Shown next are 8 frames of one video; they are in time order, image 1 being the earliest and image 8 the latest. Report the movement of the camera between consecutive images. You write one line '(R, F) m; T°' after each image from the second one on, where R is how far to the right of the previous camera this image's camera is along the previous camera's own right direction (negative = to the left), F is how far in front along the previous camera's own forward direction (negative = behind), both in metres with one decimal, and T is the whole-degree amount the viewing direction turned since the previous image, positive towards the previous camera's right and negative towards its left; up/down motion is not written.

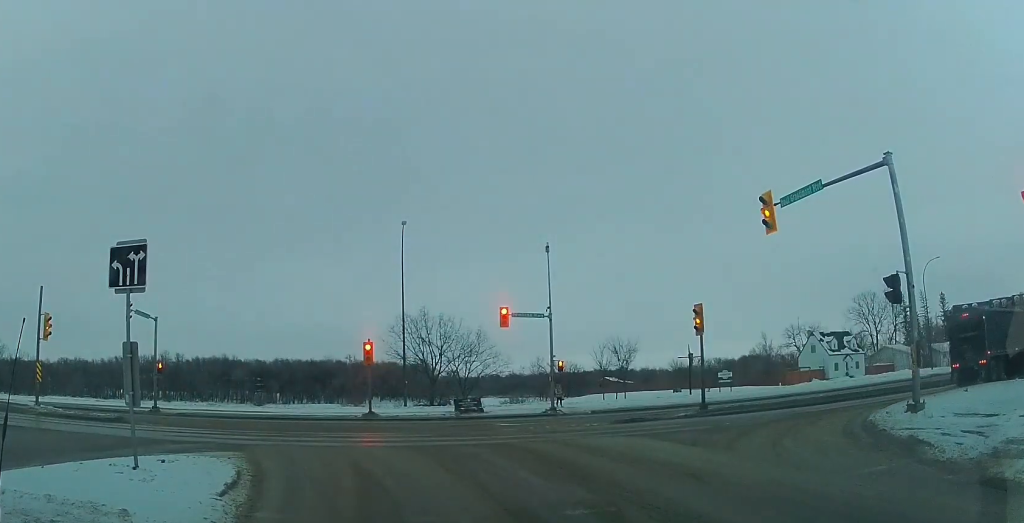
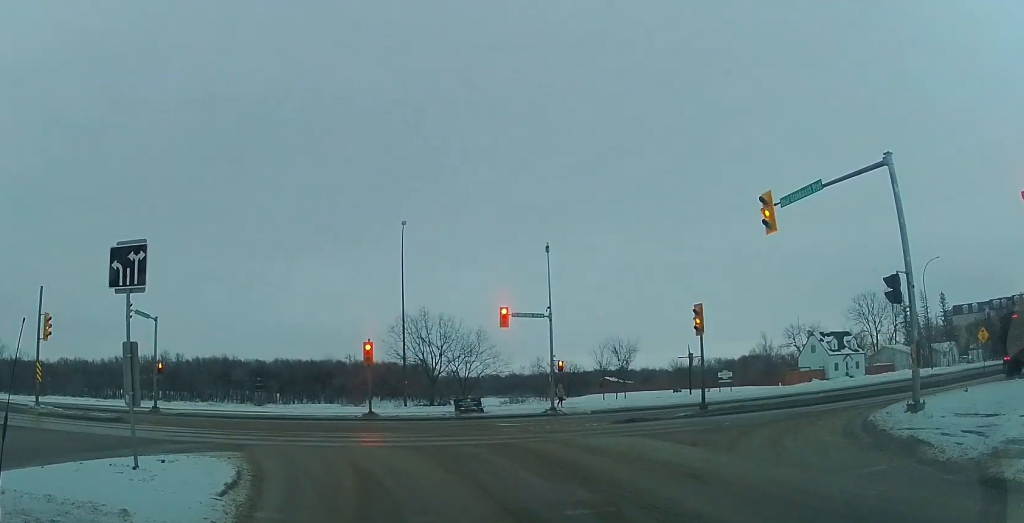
(0.0, 0.0) m; 0°
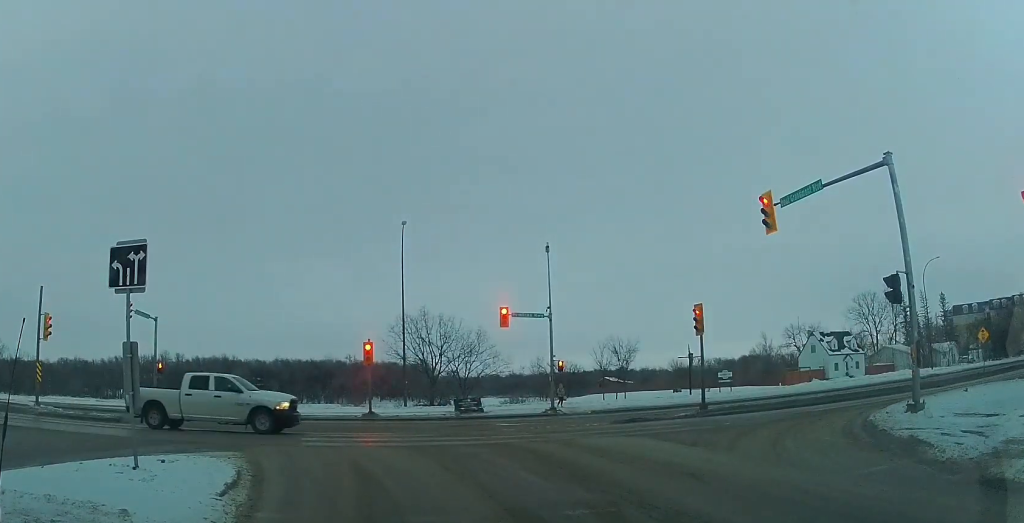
(0.0, 0.0) m; 0°
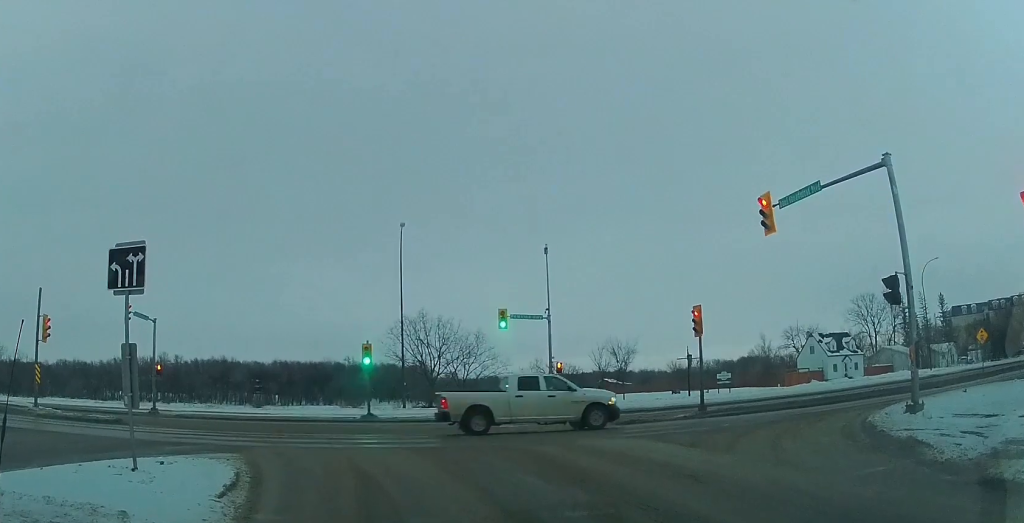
(0.0, 0.0) m; 0°
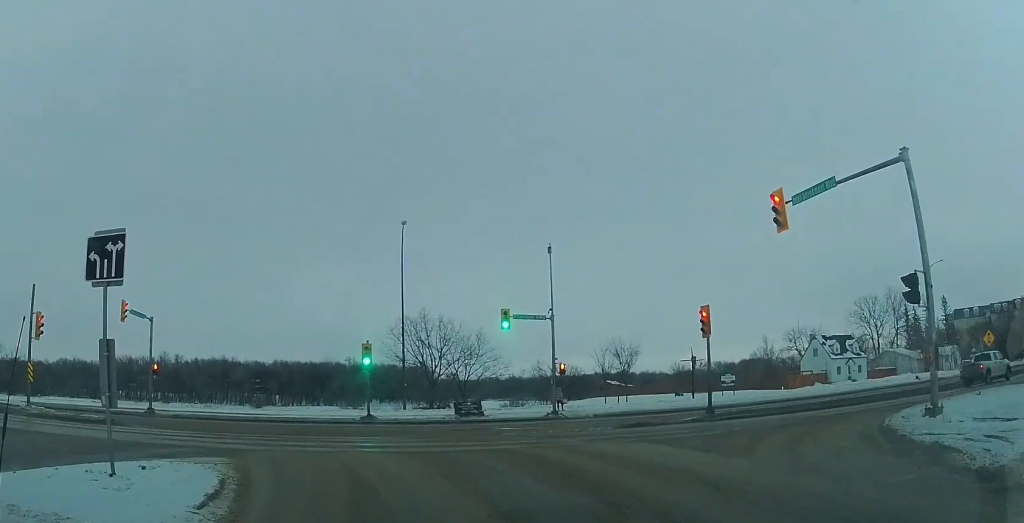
(0.0, +0.4) m; 0°
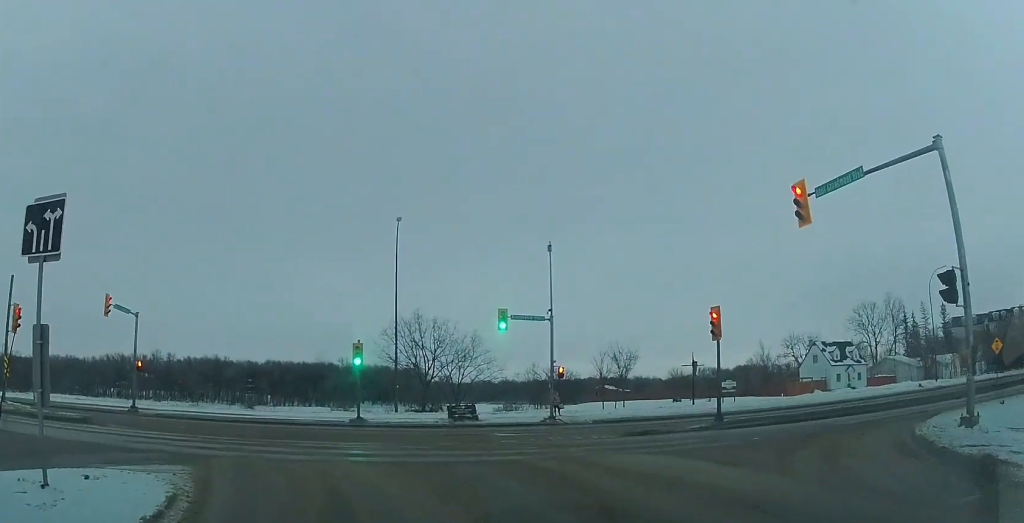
(0.0, +1.2) m; 0°
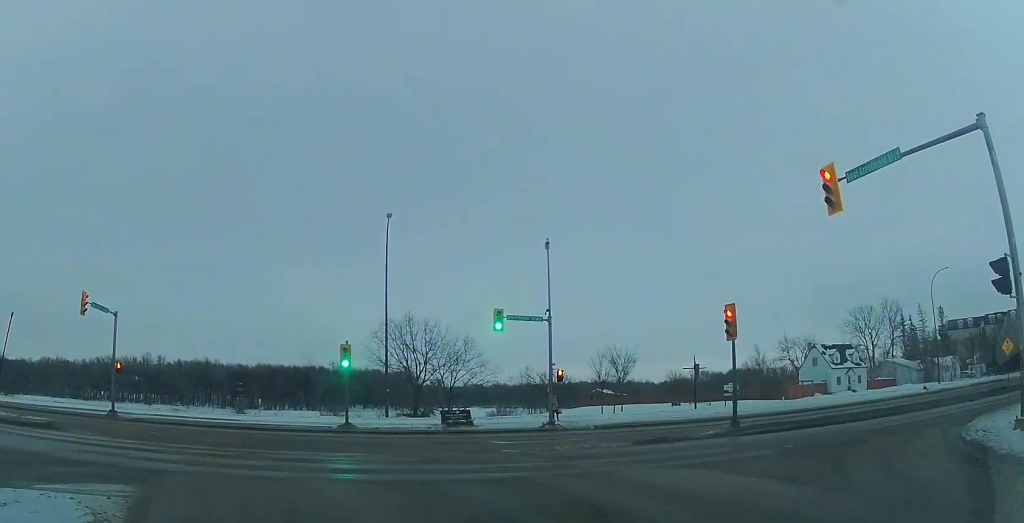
(0.0, +1.9) m; 0°
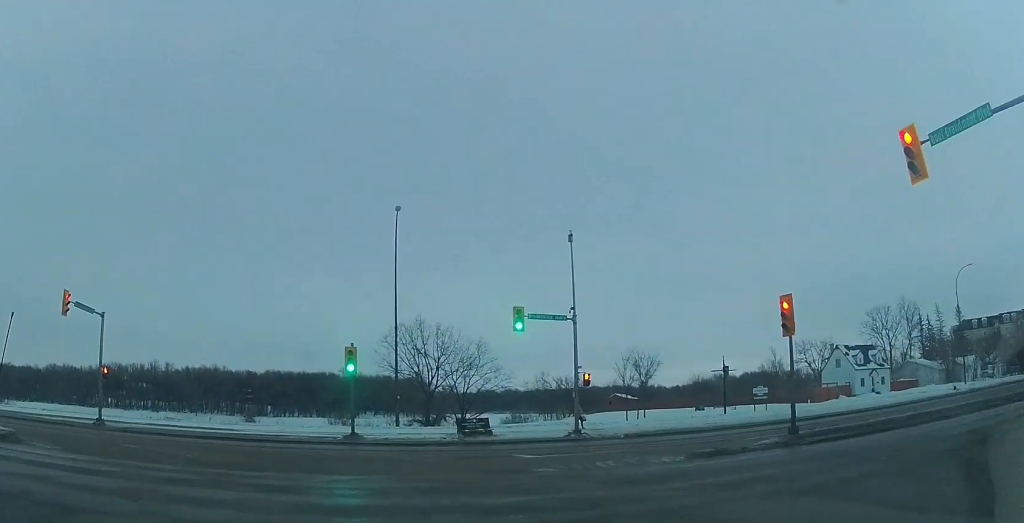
(0.0, +3.0) m; -8°
